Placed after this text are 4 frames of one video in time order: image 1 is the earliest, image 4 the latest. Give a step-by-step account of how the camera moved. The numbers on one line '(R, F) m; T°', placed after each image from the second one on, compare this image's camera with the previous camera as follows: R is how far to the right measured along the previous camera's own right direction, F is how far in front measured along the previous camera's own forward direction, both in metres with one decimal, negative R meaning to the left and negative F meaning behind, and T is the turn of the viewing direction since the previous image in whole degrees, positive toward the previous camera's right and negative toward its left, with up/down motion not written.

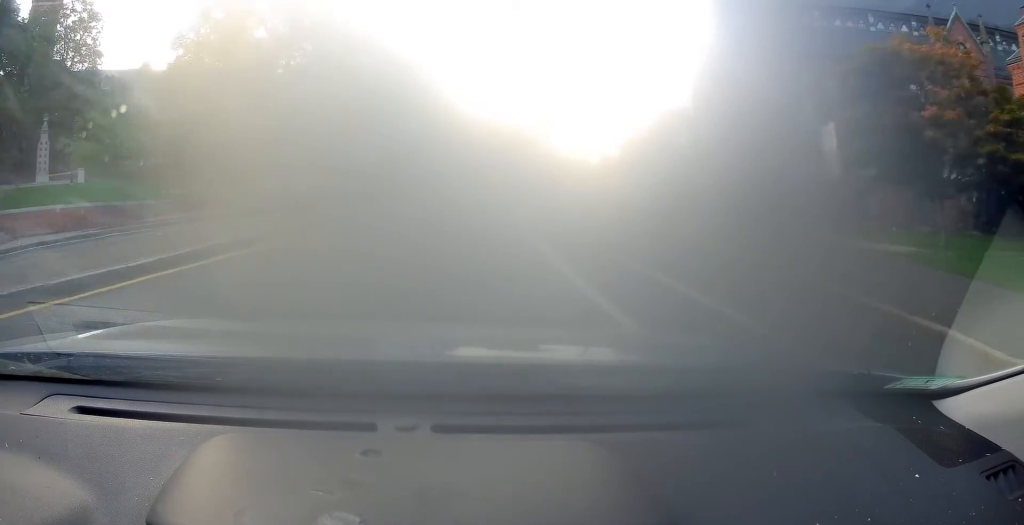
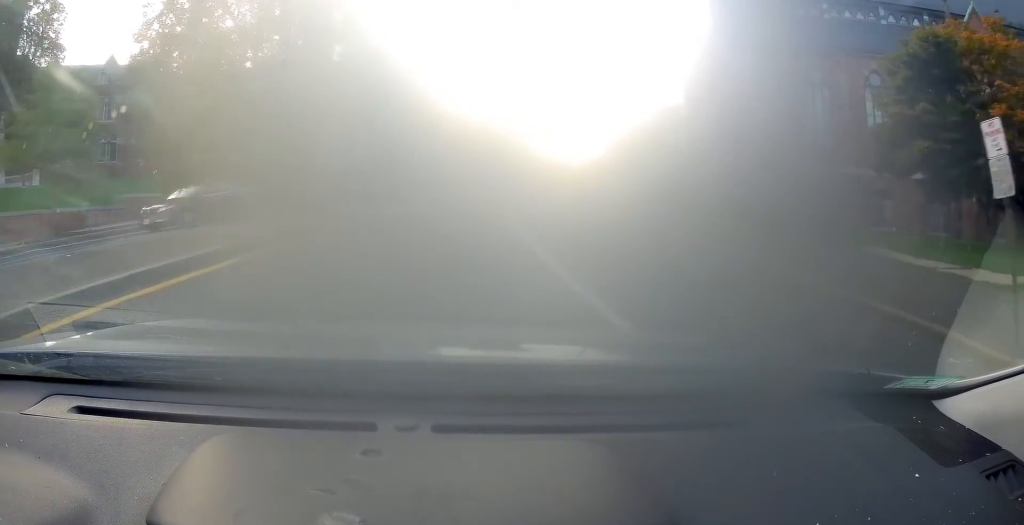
(0.0, +4.0) m; +1°
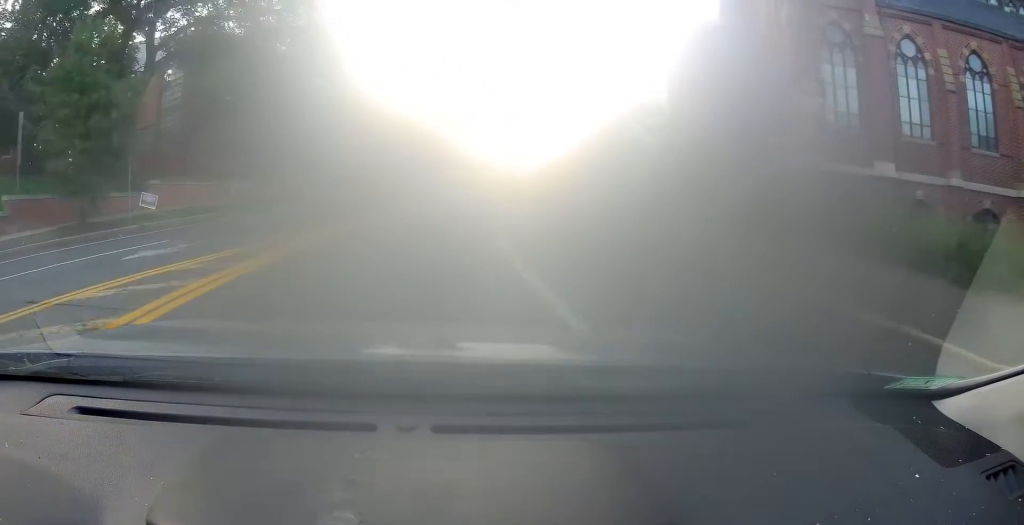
(+0.9, +15.0) m; +8°
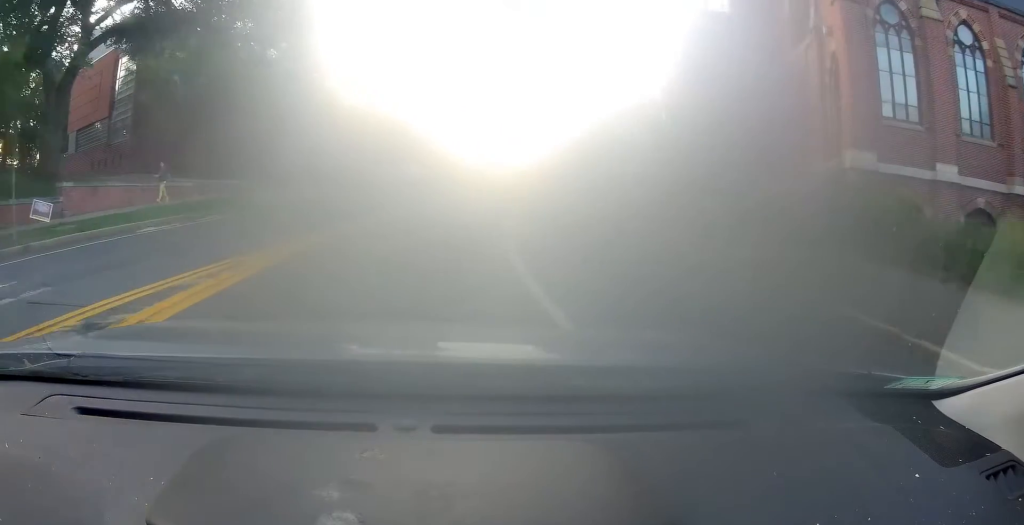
(+0.1, +5.4) m; +3°
